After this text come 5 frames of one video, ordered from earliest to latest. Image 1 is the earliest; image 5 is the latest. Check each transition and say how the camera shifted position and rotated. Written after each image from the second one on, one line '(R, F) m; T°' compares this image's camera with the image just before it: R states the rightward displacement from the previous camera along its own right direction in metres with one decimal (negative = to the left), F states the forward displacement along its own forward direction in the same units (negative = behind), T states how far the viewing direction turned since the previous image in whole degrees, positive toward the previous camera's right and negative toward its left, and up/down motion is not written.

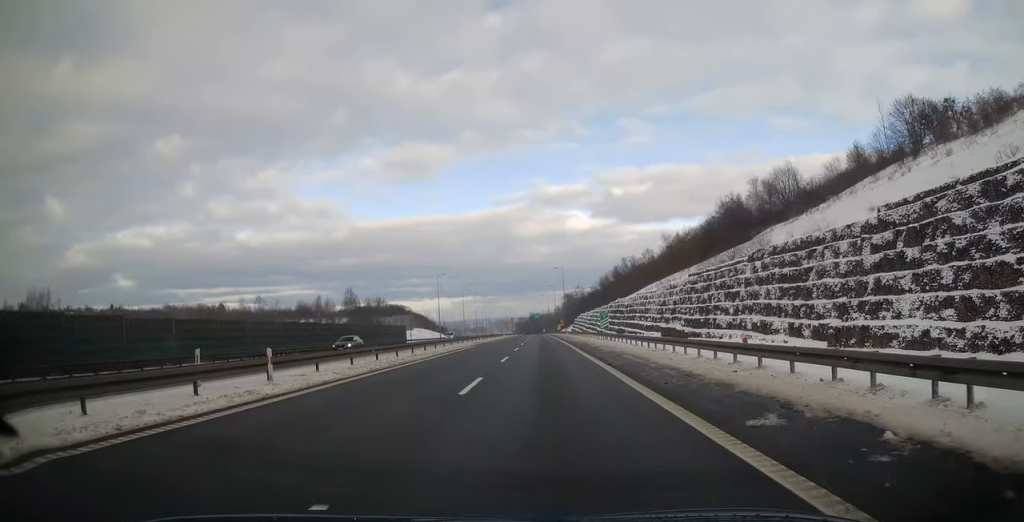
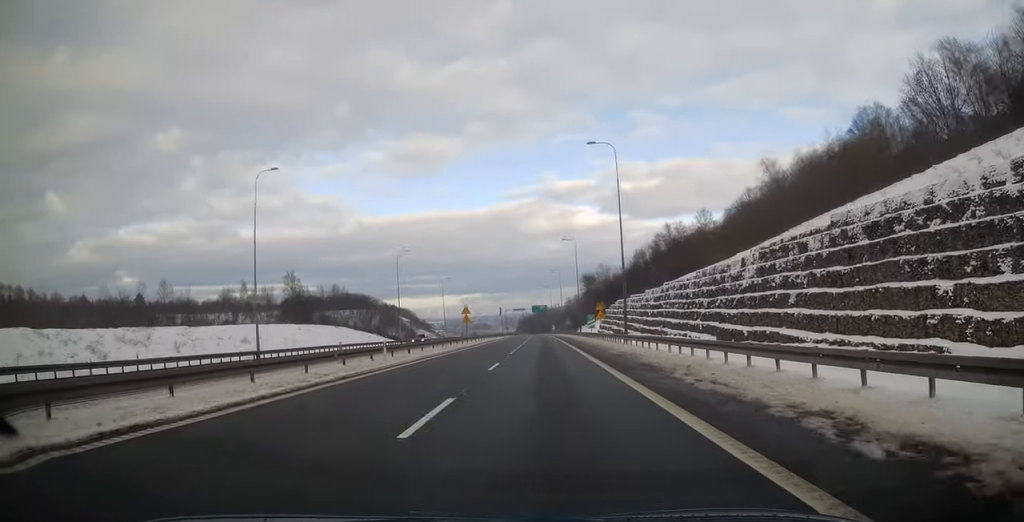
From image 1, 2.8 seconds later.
(-0.5, +88.8) m; -1°
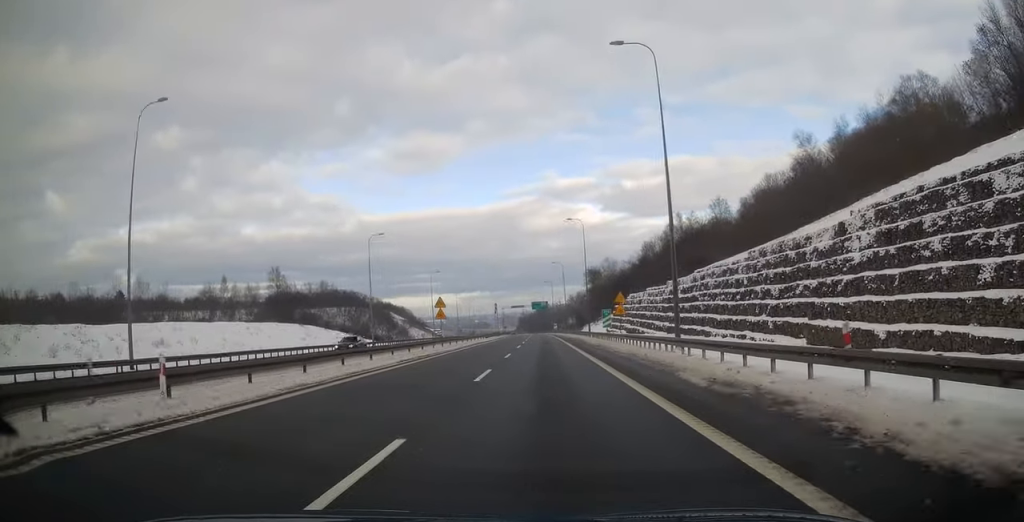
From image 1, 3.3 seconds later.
(-0.2, +16.1) m; 0°
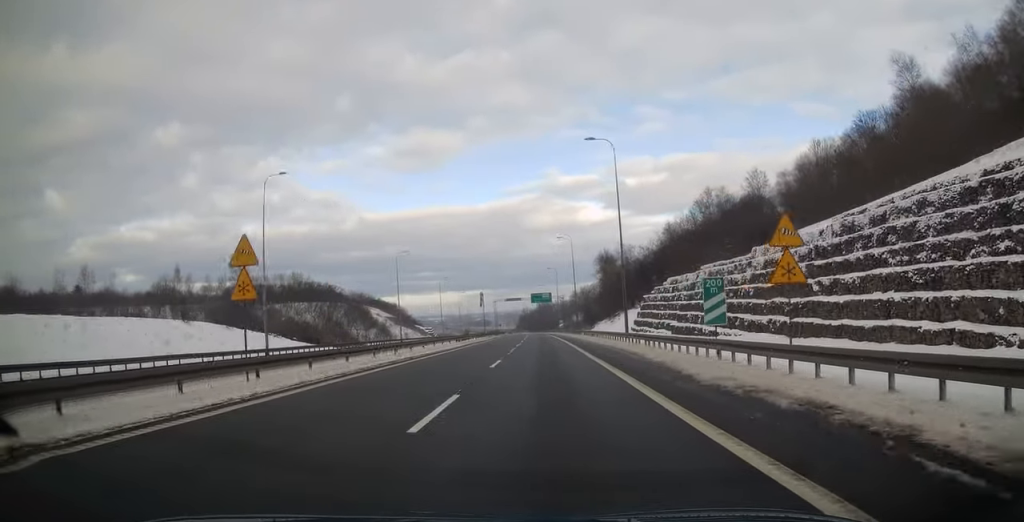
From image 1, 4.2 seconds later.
(+0.4, +31.6) m; 0°
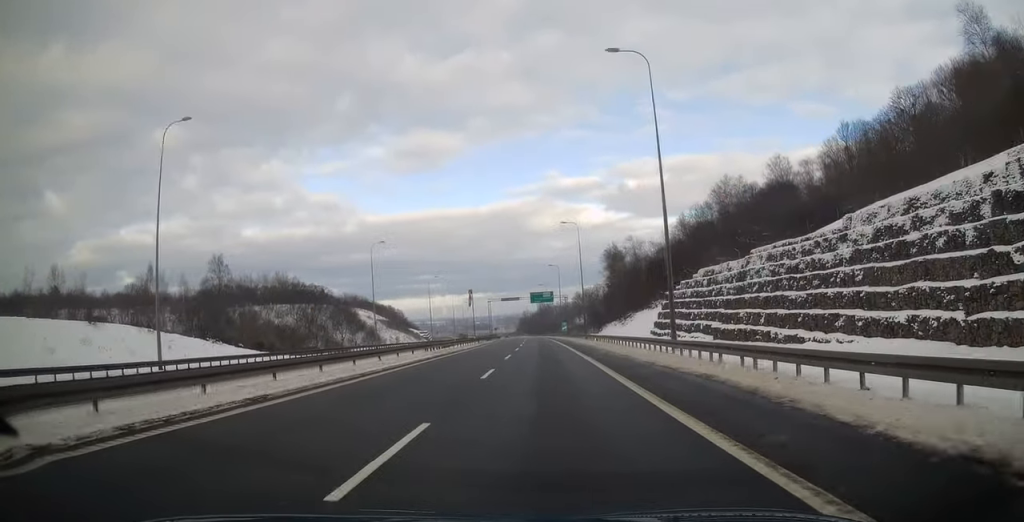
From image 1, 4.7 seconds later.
(-0.1, +15.0) m; 0°
